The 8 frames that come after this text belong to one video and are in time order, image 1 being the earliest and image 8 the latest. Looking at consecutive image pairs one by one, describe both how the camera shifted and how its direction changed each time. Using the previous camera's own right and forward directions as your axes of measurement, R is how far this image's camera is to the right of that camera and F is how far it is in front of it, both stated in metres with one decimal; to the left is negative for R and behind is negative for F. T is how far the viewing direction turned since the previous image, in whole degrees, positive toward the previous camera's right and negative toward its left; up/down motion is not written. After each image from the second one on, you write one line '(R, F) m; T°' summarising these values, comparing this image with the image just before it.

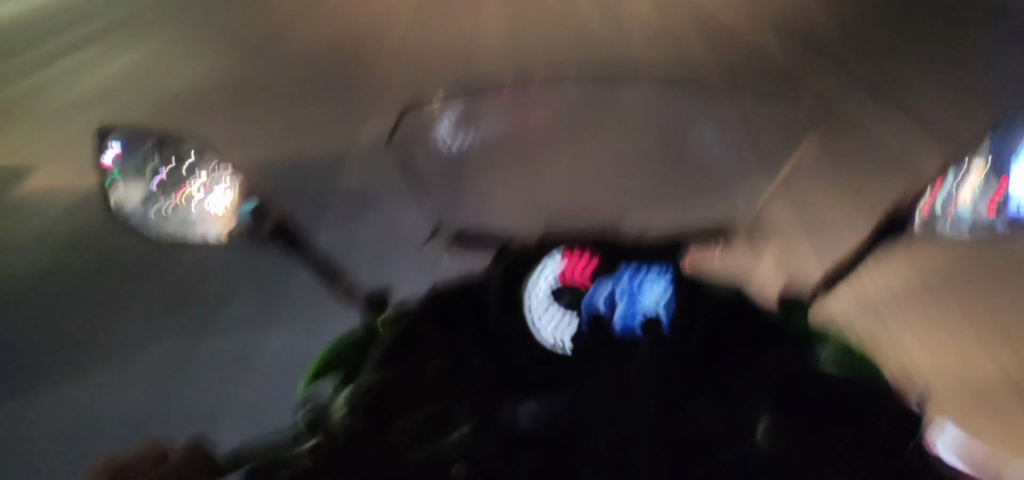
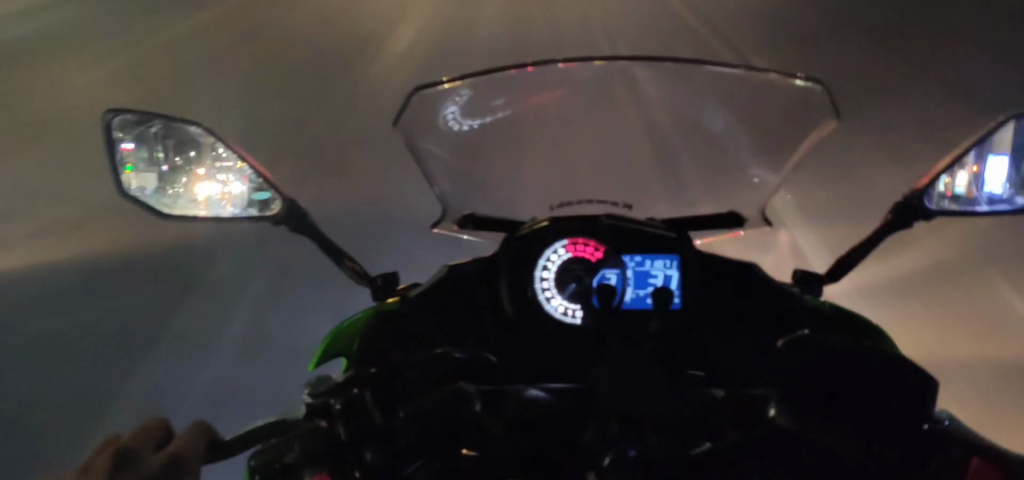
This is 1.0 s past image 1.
(-0.1, +10.4) m; 0°
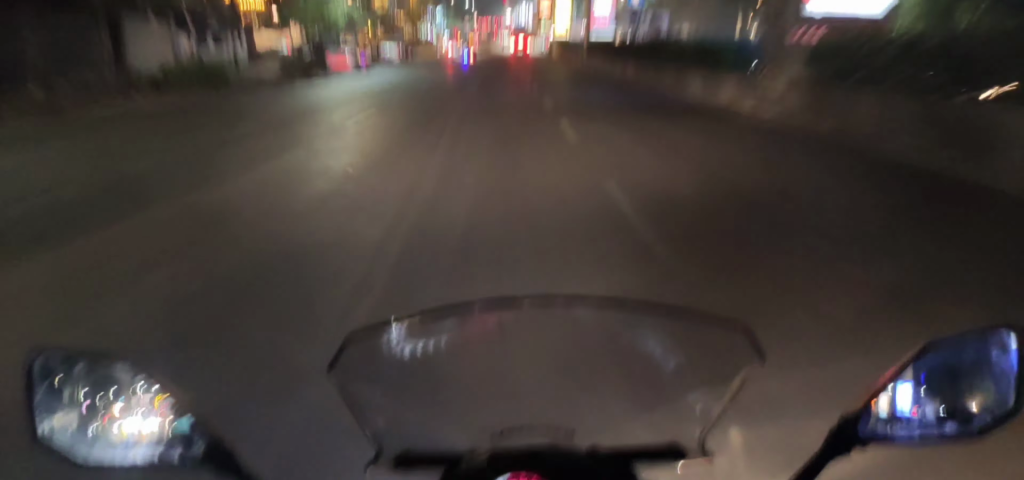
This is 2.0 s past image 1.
(0.0, +10.2) m; 0°
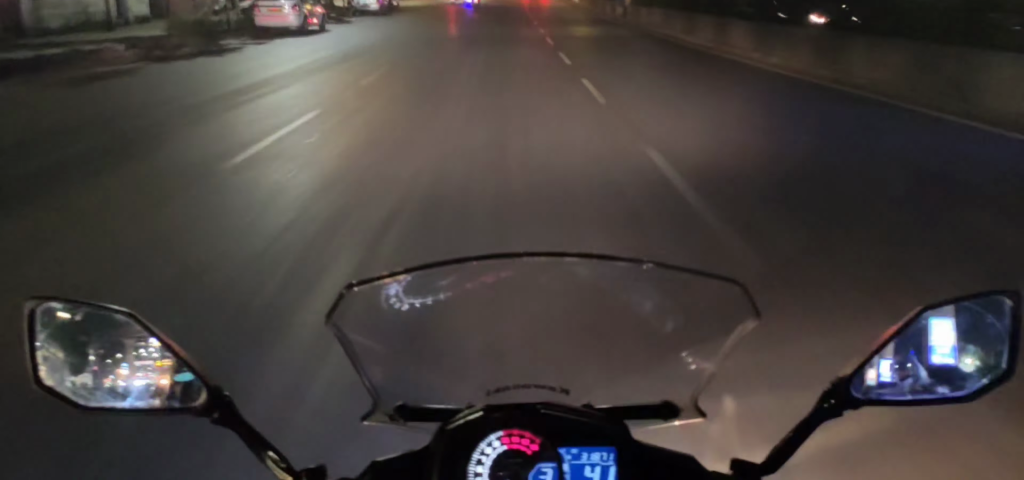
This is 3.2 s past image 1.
(0.0, +12.7) m; 0°
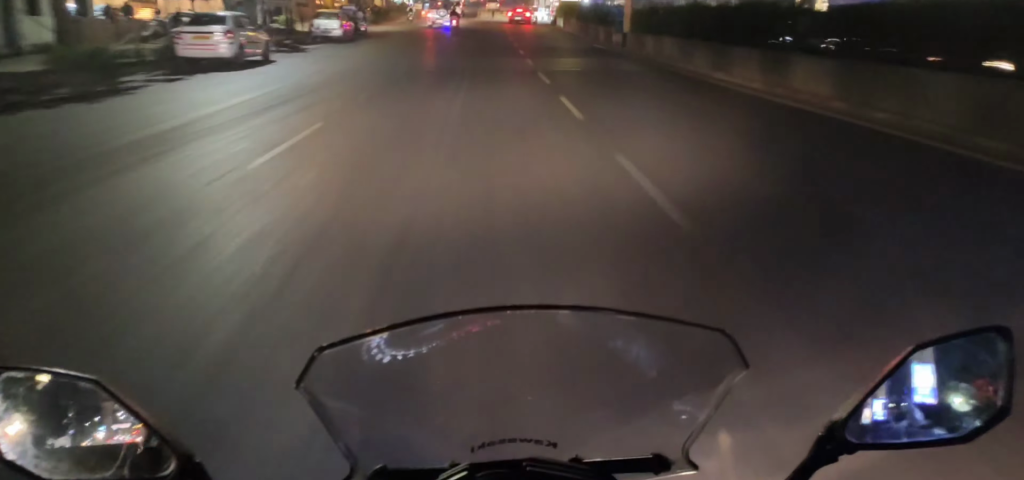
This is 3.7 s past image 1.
(0.0, +5.0) m; 0°
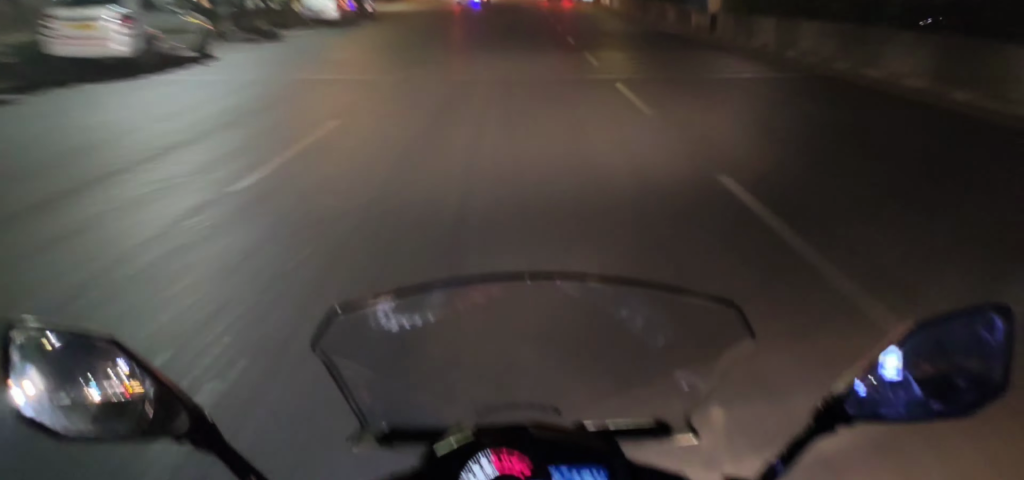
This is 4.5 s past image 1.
(0.0, +8.2) m; 0°
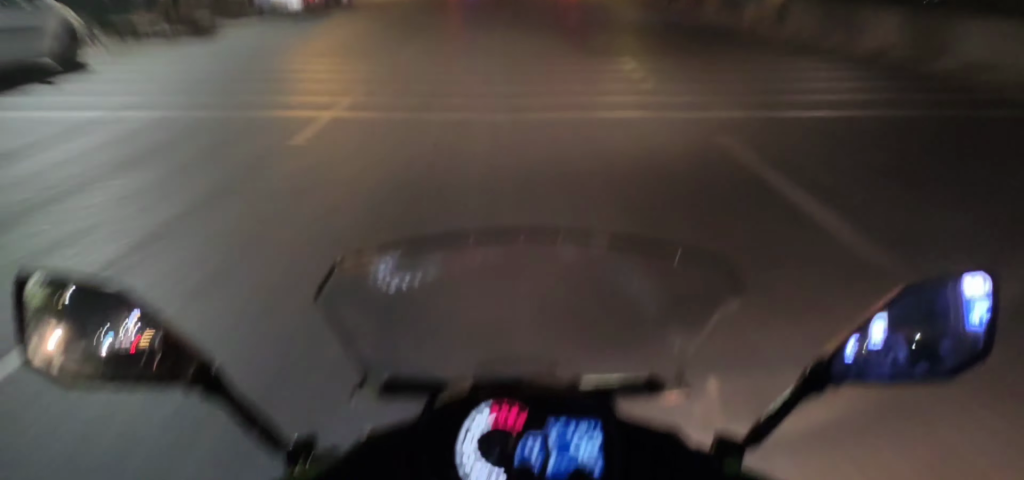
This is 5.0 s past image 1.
(0.0, +5.5) m; -1°
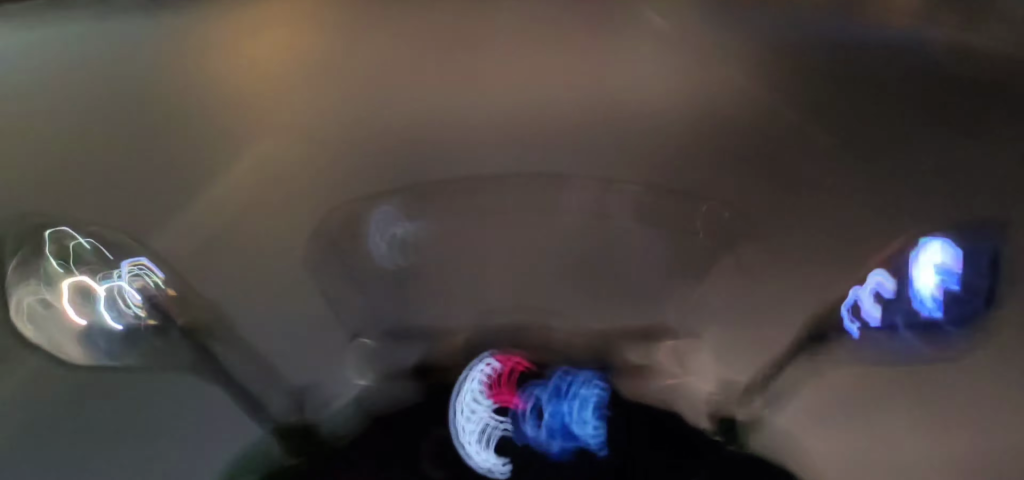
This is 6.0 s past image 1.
(-0.2, +11.2) m; -2°
